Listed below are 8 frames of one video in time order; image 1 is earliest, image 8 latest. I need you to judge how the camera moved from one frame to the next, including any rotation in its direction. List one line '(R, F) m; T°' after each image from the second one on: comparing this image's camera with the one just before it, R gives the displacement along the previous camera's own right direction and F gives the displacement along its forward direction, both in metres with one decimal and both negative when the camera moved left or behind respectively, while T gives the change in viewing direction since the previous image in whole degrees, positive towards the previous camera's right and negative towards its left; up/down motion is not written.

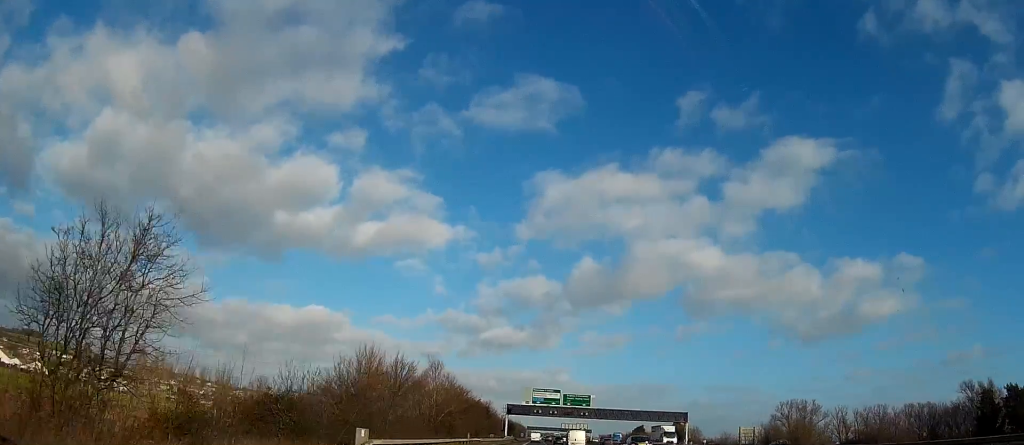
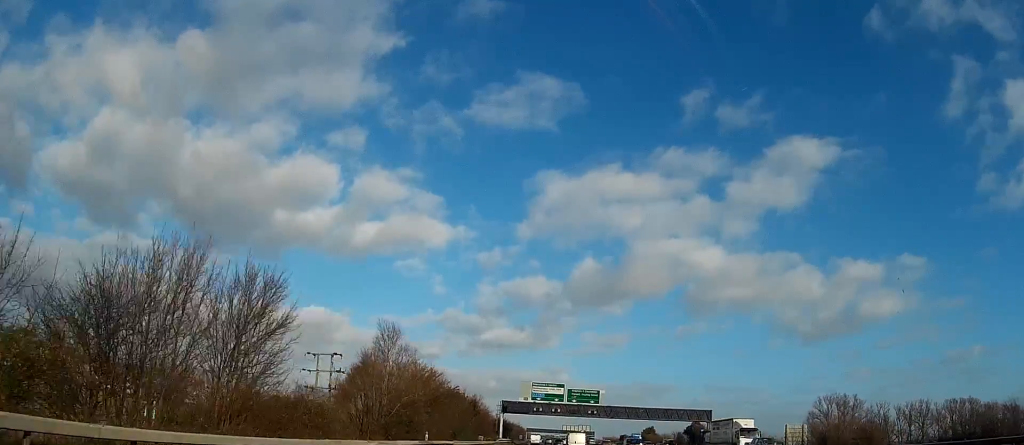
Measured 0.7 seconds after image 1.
(+0.1, +21.3) m; -1°
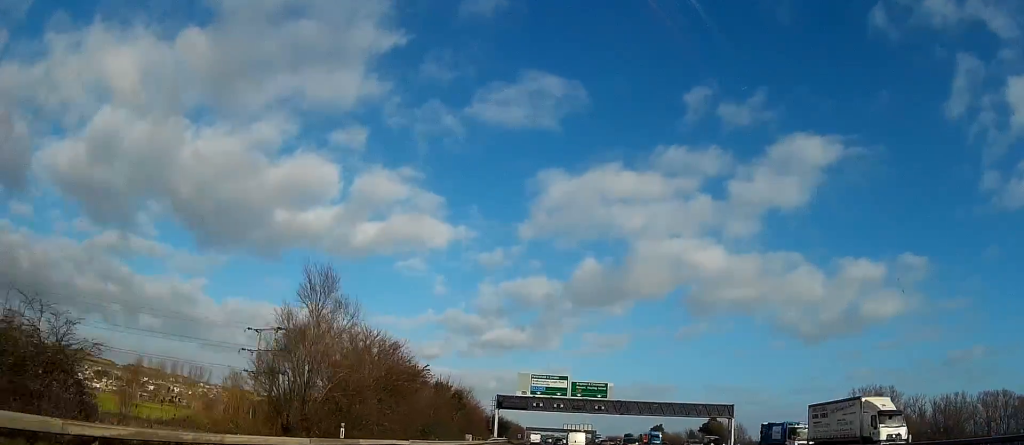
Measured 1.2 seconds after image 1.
(-0.2, +15.3) m; 0°
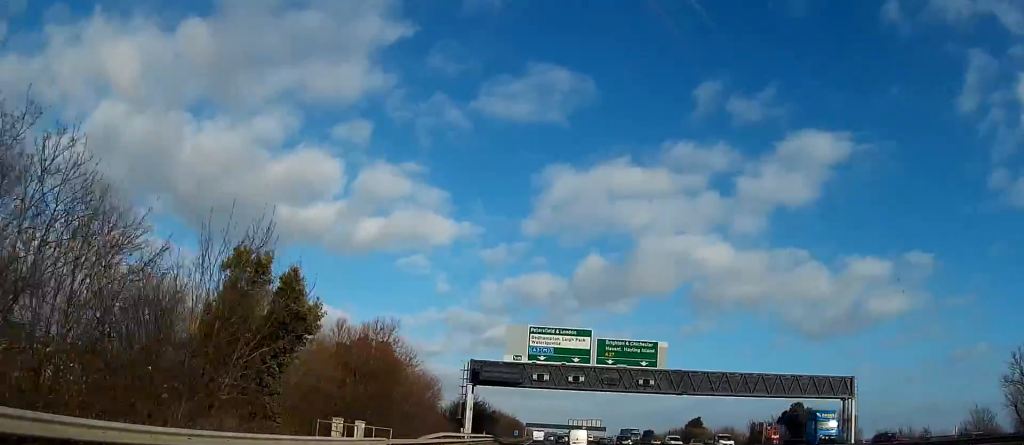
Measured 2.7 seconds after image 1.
(0.0, +46.6) m; 0°
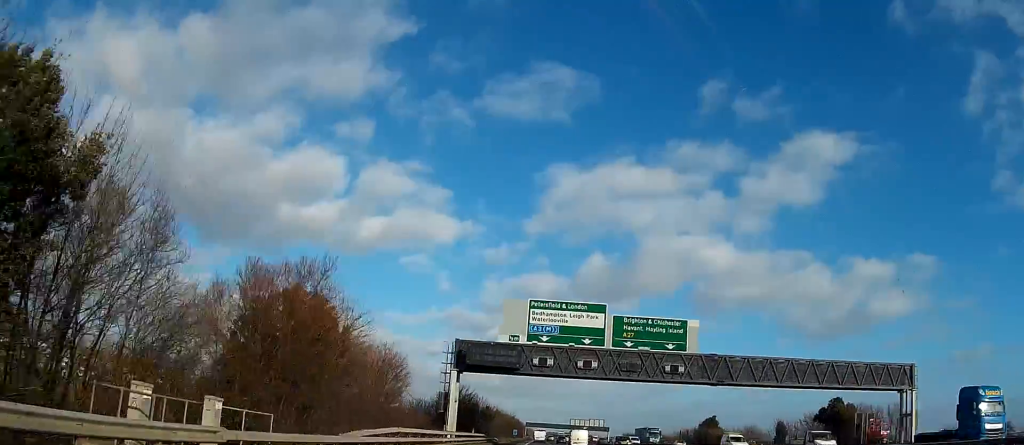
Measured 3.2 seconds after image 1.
(0.0, +13.0) m; -1°
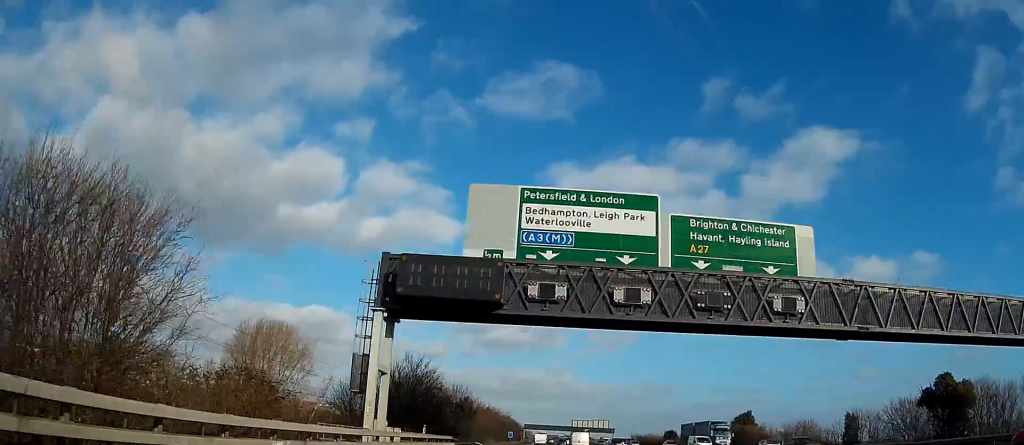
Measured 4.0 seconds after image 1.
(-0.2, +25.1) m; -1°
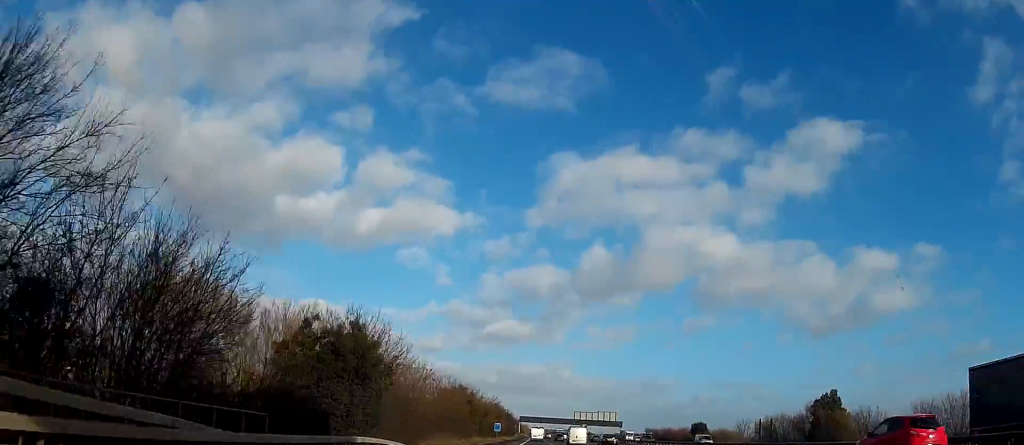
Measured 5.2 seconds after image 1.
(-0.4, +36.9) m; +1°
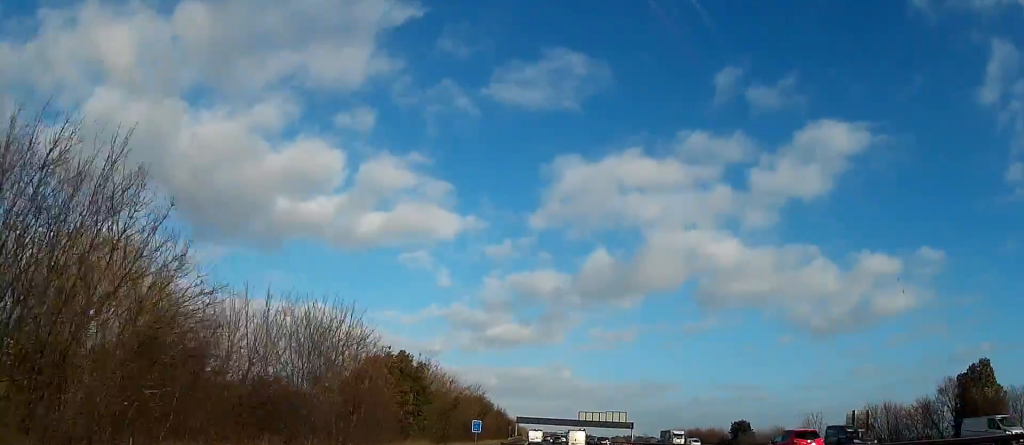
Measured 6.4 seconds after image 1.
(+0.6, +33.5) m; +1°
